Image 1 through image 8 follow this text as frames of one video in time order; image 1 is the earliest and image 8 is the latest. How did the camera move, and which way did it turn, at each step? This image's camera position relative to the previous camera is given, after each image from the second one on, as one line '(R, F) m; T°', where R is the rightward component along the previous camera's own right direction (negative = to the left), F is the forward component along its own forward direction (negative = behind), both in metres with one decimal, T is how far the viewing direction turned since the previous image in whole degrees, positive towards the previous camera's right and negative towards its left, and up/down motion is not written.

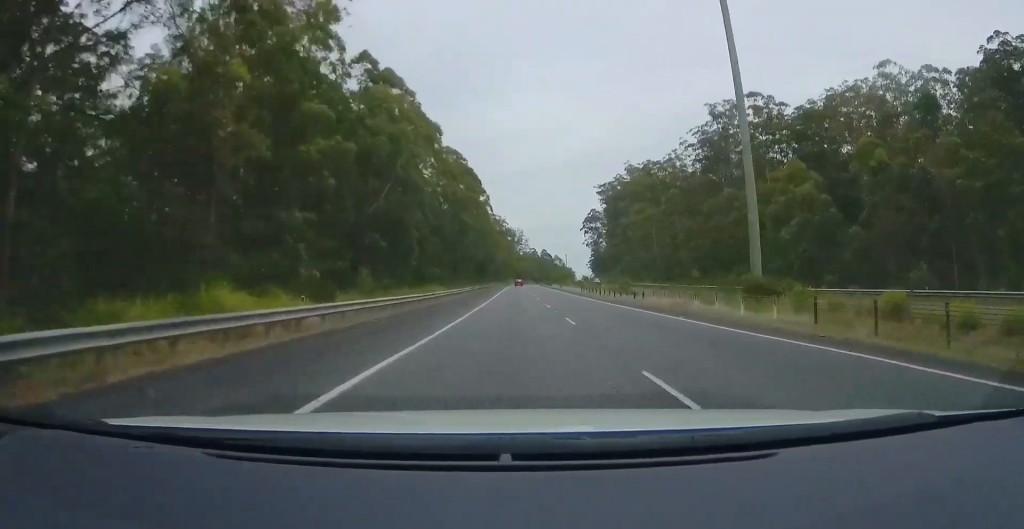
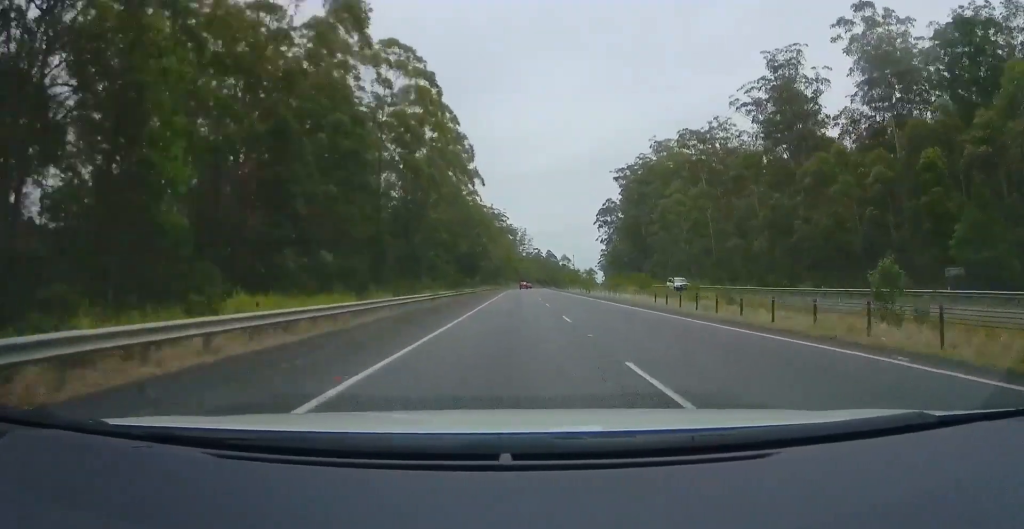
(0.0, +34.4) m; +1°
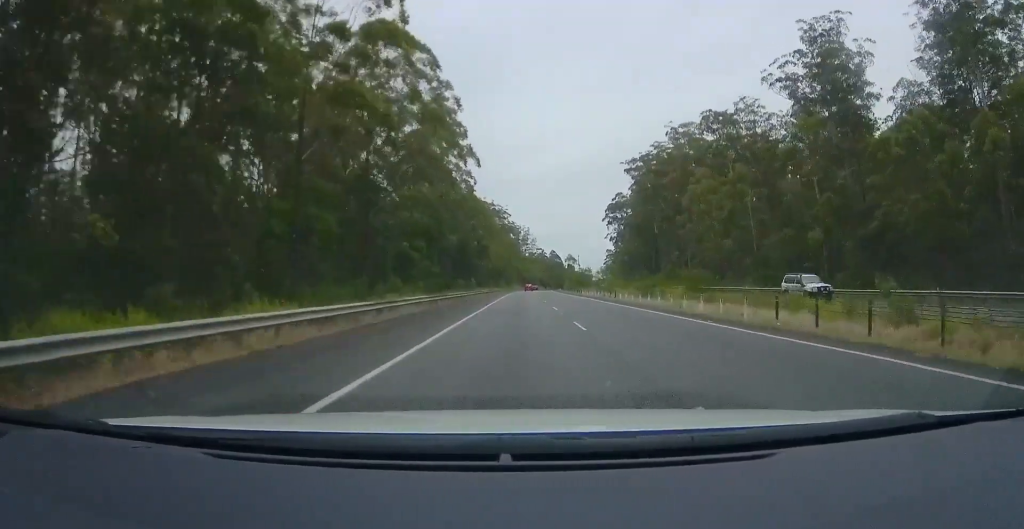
(+0.3, +15.4) m; 0°
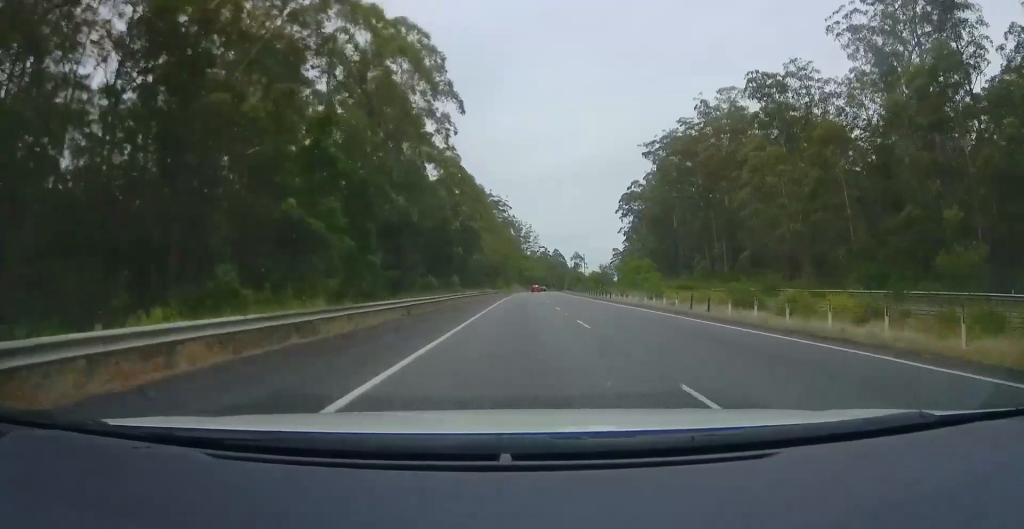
(-0.2, +22.4) m; -1°
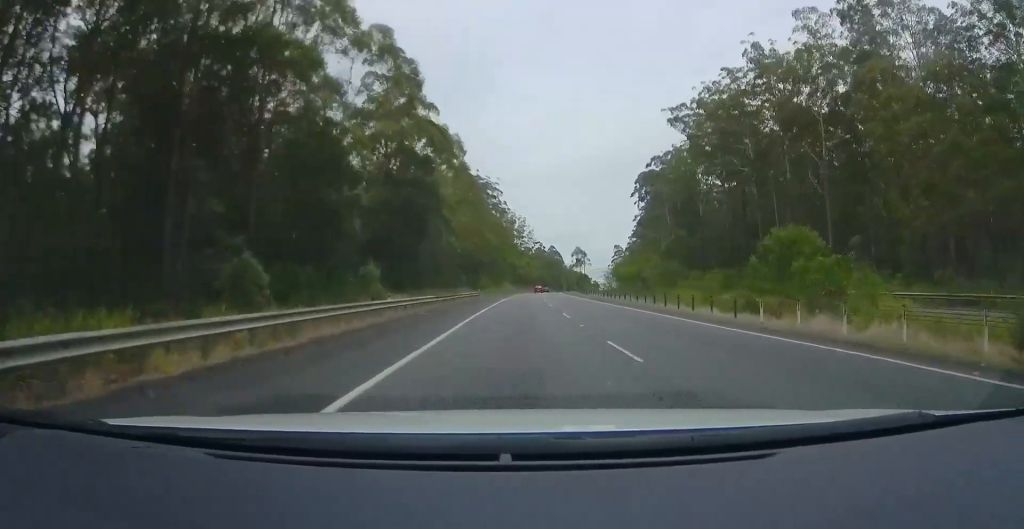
(-0.4, +30.6) m; +1°
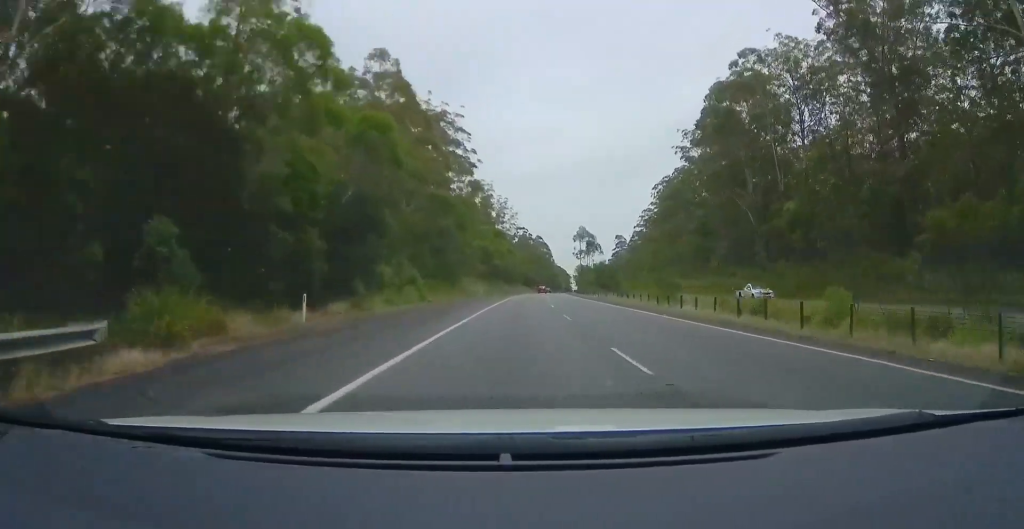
(+2.2, +59.8) m; +3°
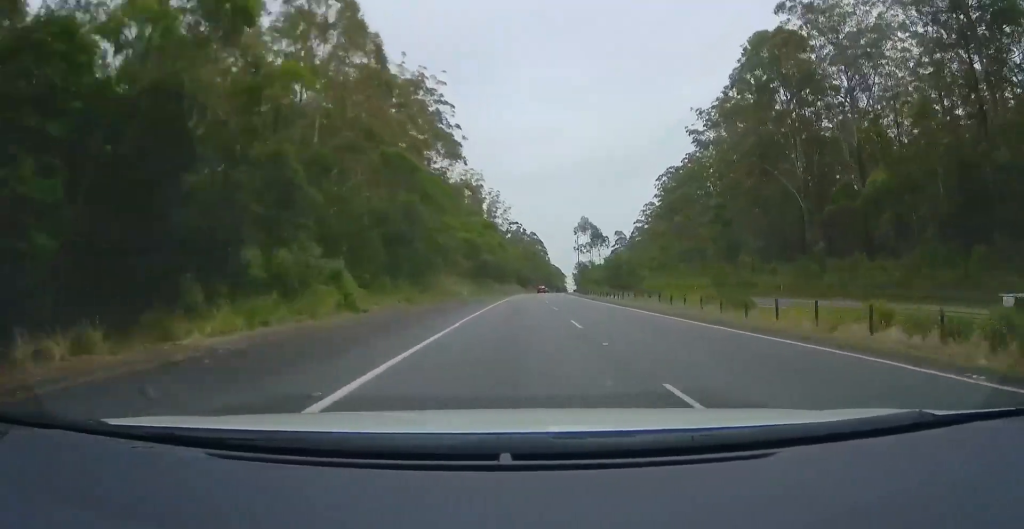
(+0.1, +15.3) m; +1°
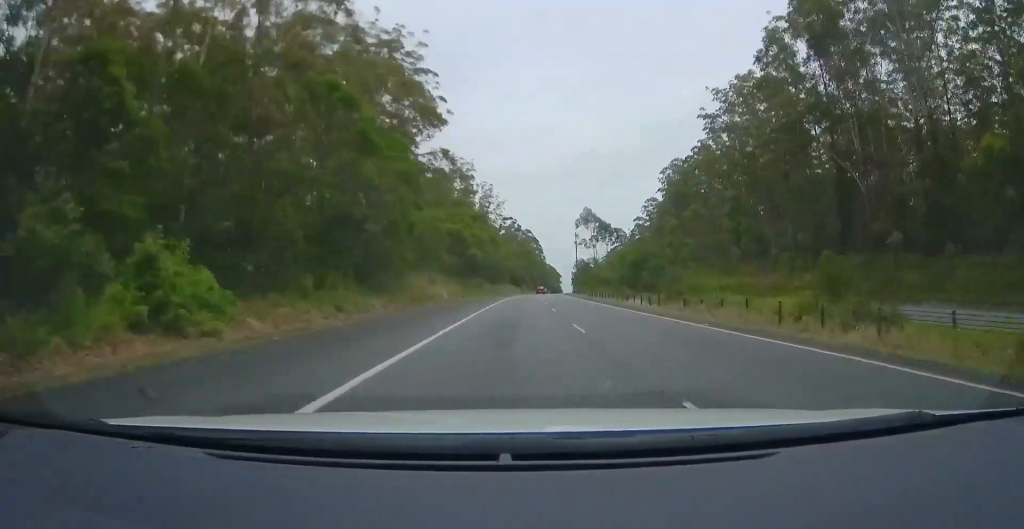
(0.0, +13.0) m; +1°
